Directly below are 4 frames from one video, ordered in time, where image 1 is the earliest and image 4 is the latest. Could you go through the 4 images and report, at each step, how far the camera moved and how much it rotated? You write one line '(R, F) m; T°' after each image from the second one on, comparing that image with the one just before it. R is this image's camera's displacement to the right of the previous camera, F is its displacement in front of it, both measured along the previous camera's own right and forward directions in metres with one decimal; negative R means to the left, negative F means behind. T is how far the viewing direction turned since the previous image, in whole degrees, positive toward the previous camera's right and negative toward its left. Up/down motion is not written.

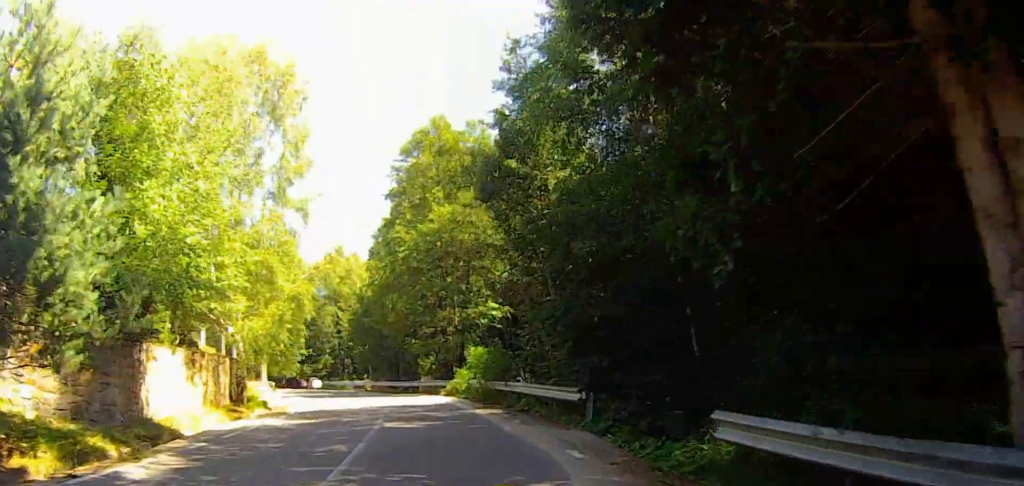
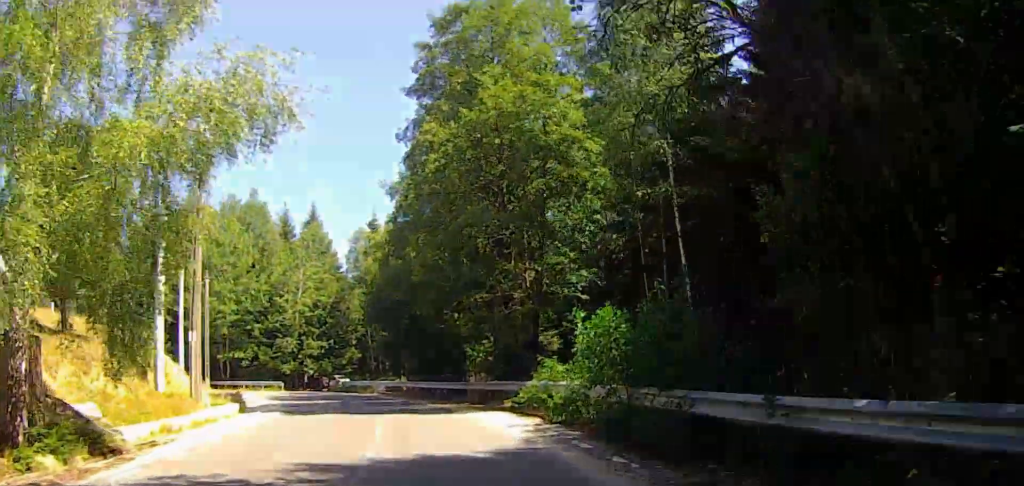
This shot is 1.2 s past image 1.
(-0.8, +15.1) m; -8°
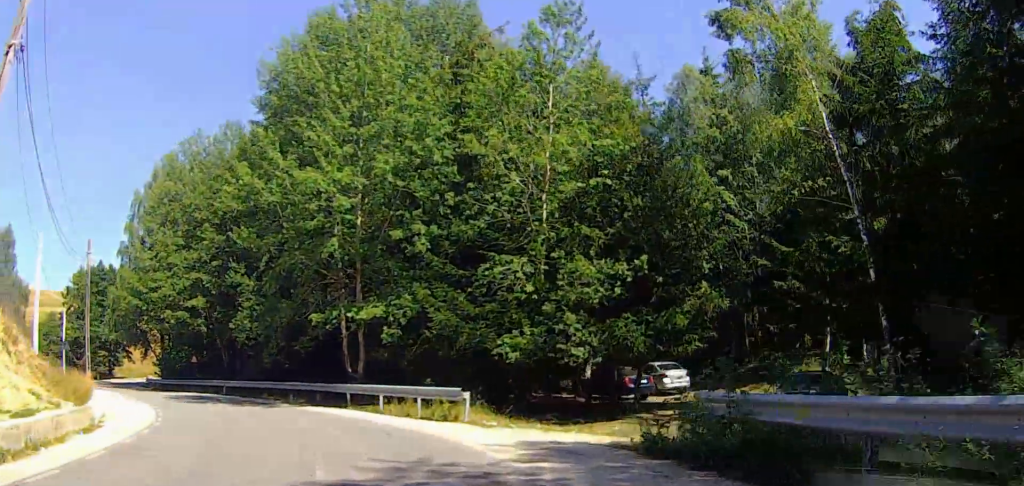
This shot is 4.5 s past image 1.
(-6.1, +42.0) m; -23°
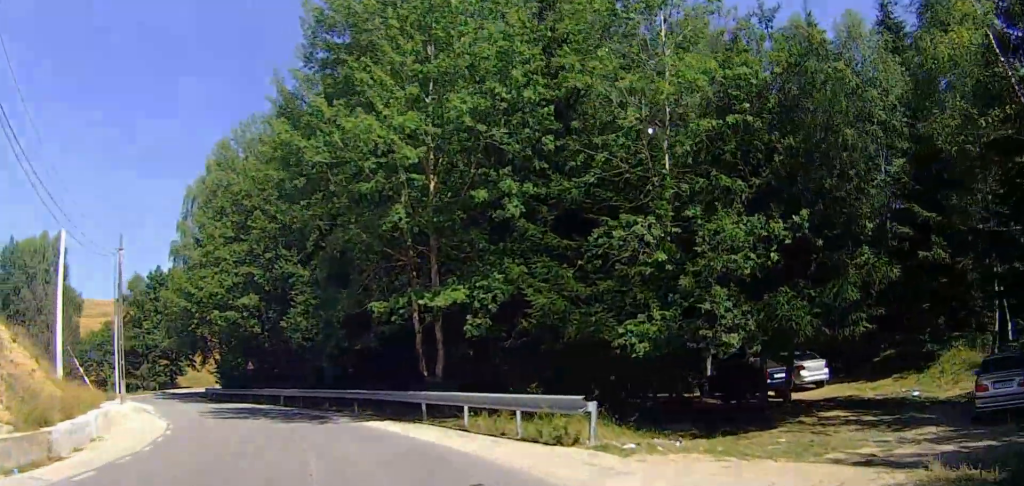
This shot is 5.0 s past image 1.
(-0.1, +5.4) m; -6°
